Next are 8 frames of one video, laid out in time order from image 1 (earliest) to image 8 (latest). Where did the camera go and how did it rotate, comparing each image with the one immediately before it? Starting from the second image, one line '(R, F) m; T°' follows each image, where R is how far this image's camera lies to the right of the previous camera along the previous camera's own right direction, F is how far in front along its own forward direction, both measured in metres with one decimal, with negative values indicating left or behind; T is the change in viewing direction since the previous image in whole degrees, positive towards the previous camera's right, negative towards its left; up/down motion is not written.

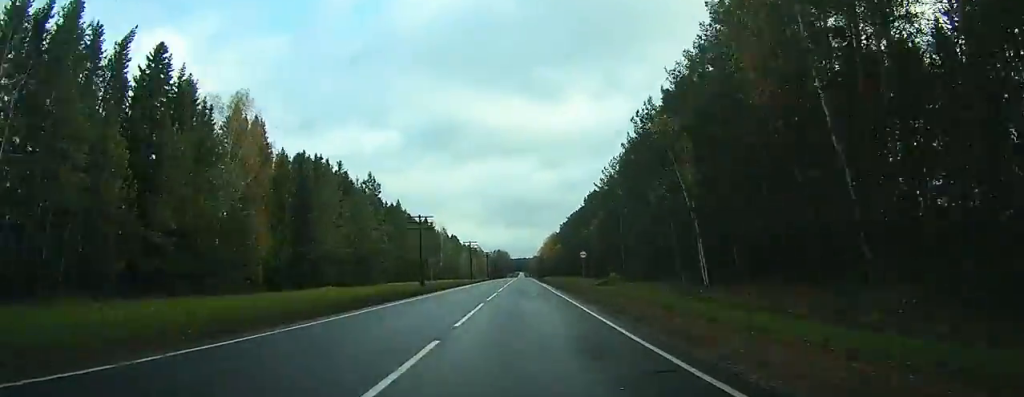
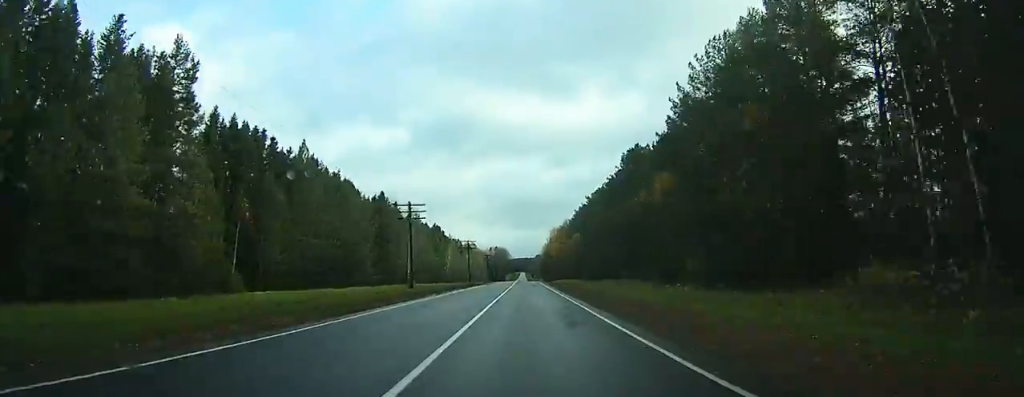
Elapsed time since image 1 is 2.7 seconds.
(+0.1, +58.8) m; 0°
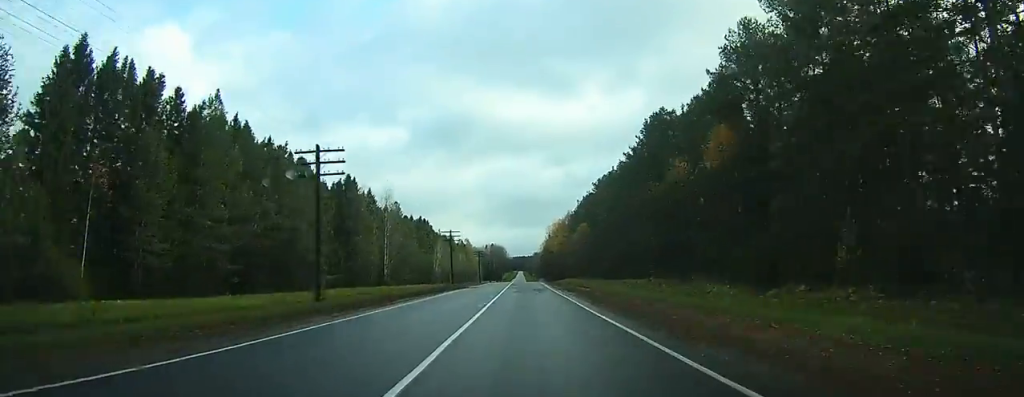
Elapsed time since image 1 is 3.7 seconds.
(+0.1, +21.4) m; 0°
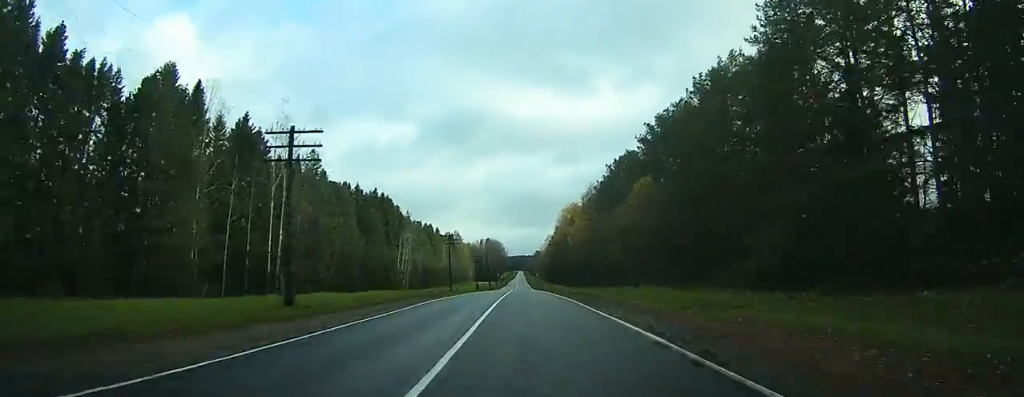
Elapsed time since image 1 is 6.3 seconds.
(-0.2, +55.8) m; 0°
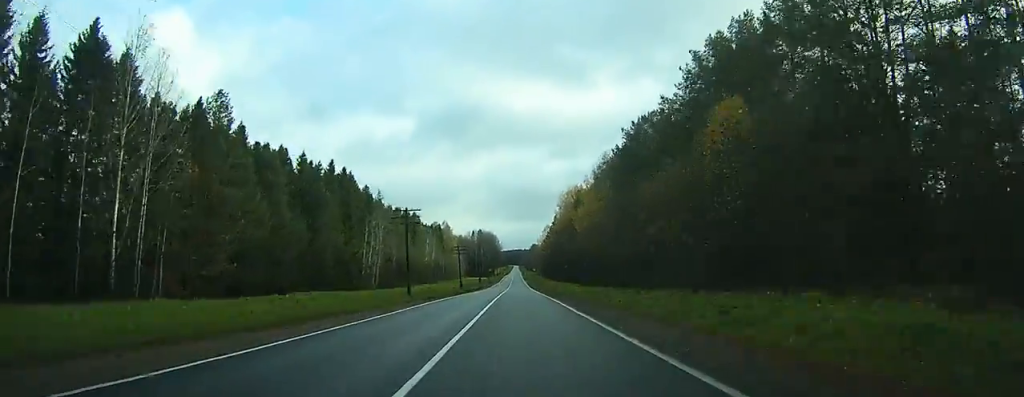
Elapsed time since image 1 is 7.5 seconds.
(+0.2, +25.9) m; 0°
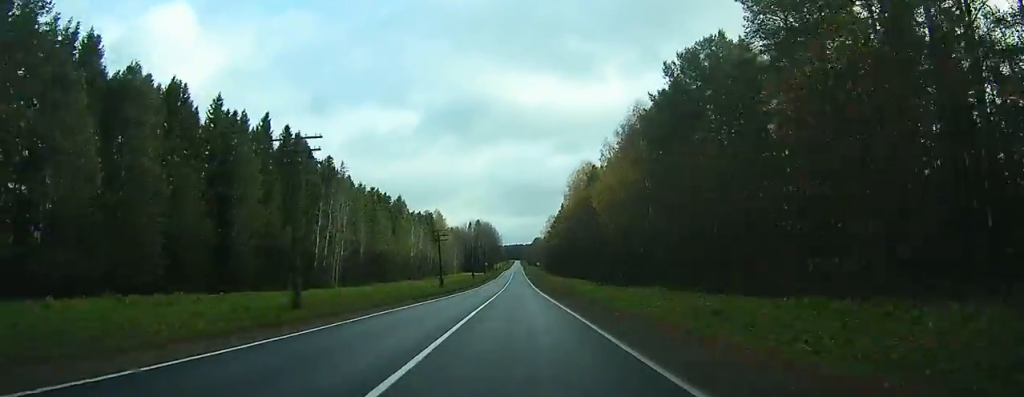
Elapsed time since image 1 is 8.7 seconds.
(0.0, +26.1) m; 0°
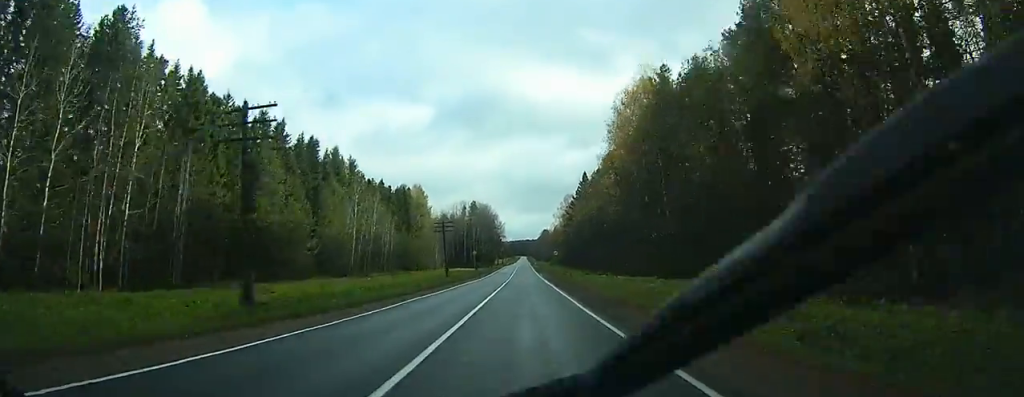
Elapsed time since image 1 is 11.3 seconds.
(-0.2, +55.7) m; 0°
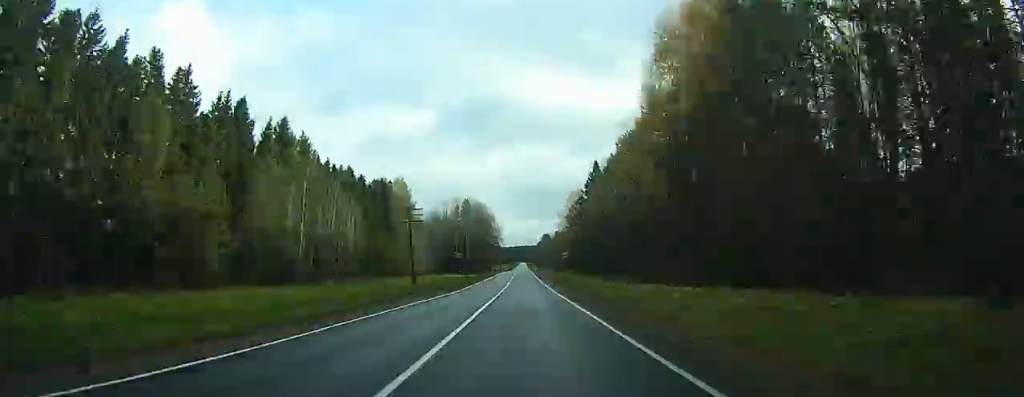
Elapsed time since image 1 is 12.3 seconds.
(0.0, +22.4) m; 0°
